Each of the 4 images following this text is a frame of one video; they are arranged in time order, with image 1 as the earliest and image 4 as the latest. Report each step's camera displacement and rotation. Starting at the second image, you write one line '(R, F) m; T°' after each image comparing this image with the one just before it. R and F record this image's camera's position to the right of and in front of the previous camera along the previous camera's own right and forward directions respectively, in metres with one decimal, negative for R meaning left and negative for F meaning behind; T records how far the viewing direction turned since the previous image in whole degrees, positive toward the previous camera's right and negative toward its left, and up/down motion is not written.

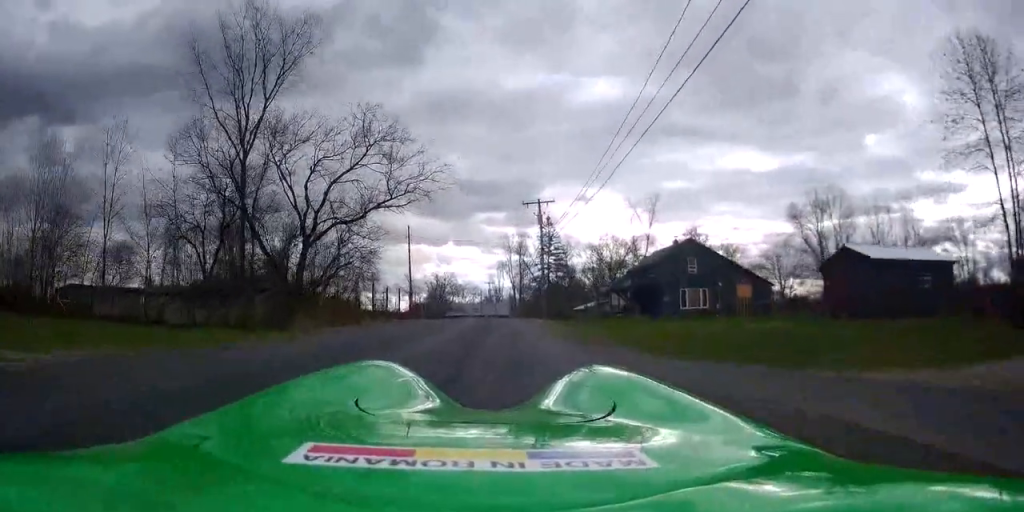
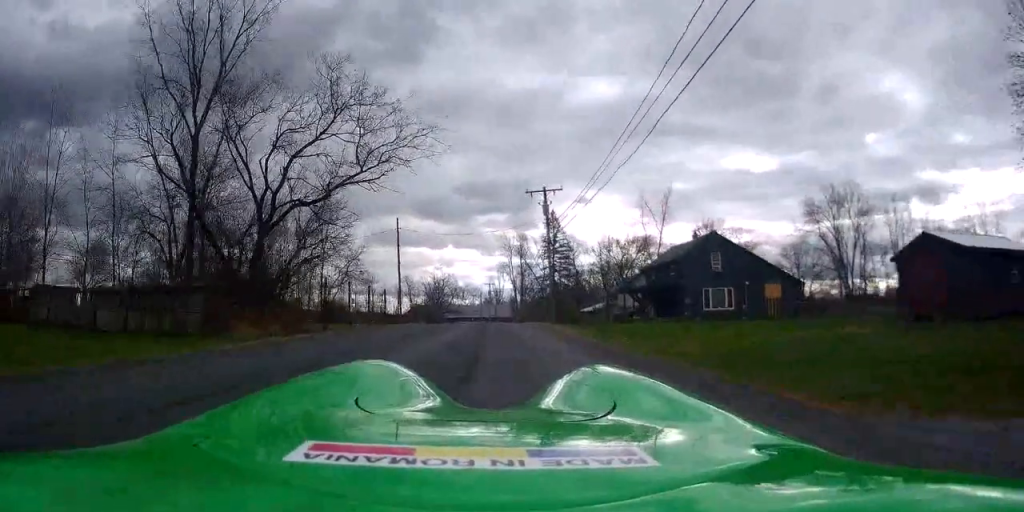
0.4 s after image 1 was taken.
(+0.1, +4.7) m; +4°
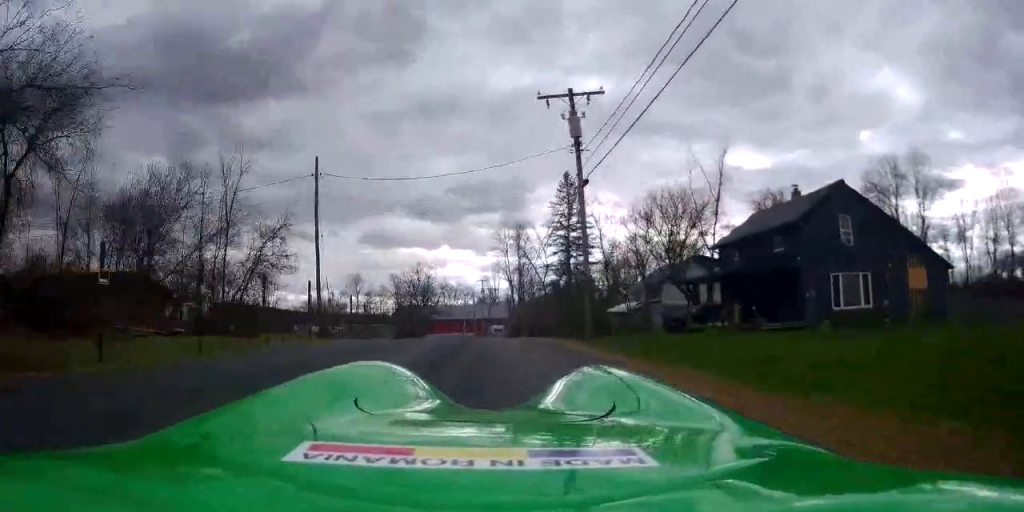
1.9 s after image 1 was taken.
(+2.9, +19.3) m; +5°
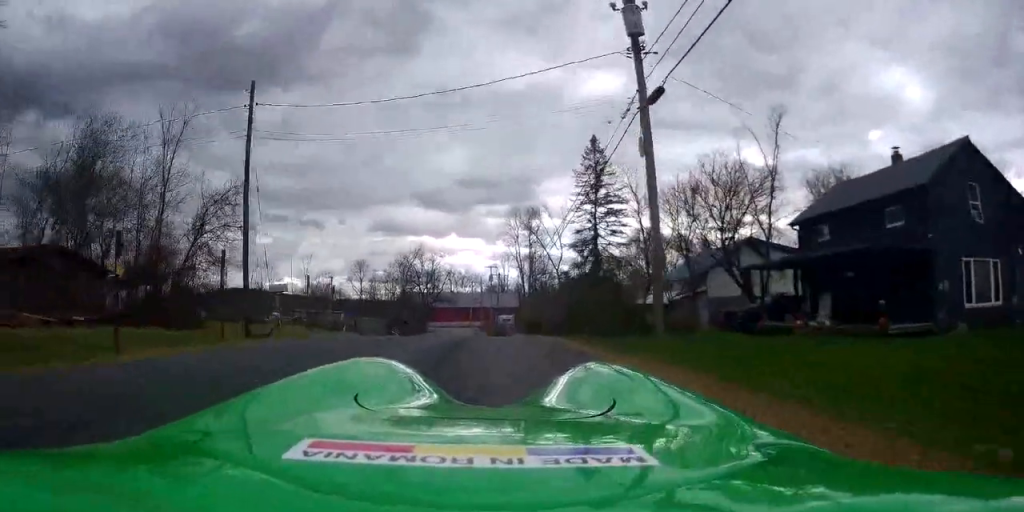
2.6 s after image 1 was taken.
(-0.2, +8.7) m; -2°
